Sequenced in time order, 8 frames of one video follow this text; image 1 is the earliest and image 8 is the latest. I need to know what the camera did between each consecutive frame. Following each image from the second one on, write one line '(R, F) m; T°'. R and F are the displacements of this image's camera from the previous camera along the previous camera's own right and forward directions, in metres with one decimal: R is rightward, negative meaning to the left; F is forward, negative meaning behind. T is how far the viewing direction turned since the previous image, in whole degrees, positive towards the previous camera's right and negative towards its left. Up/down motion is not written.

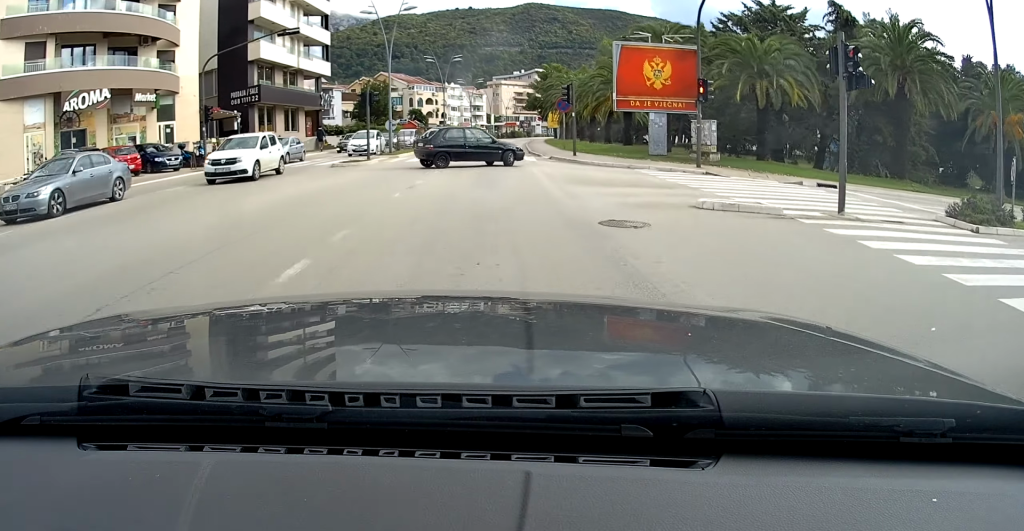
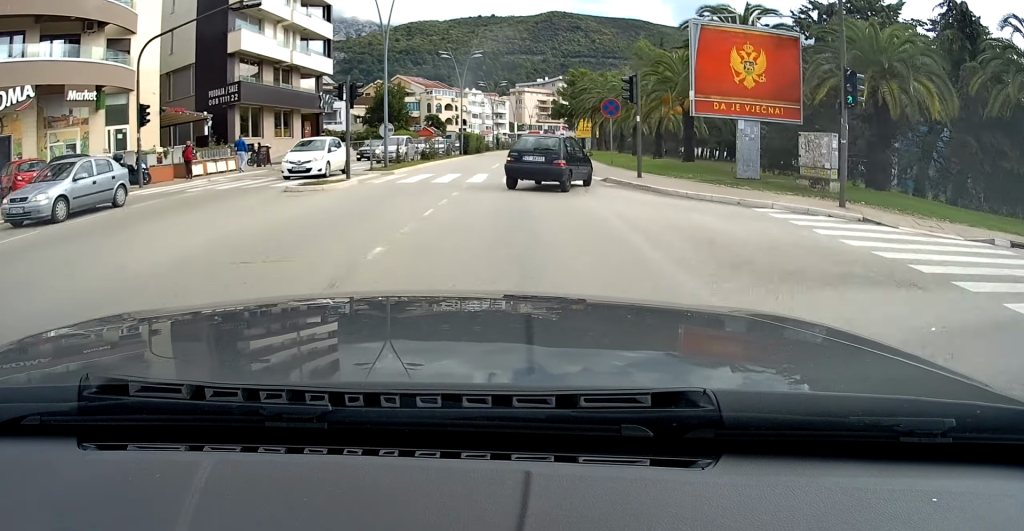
(-0.2, +9.1) m; -1°
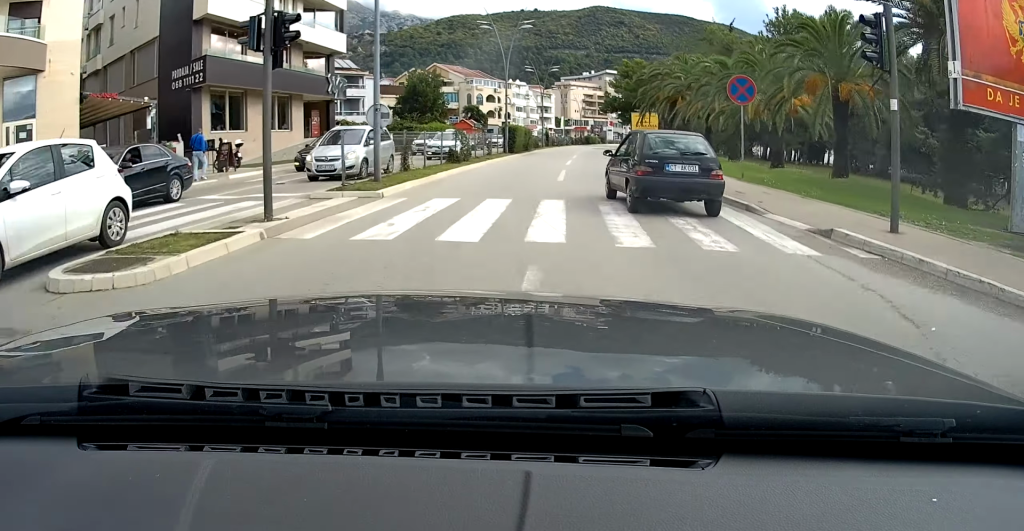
(-0.1, +11.1) m; 0°
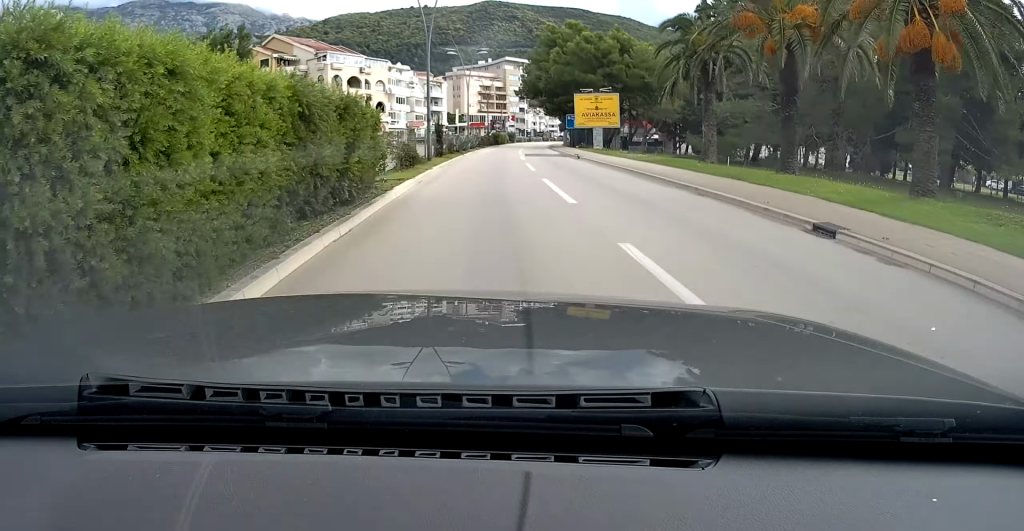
(+1.1, +36.3) m; +5°
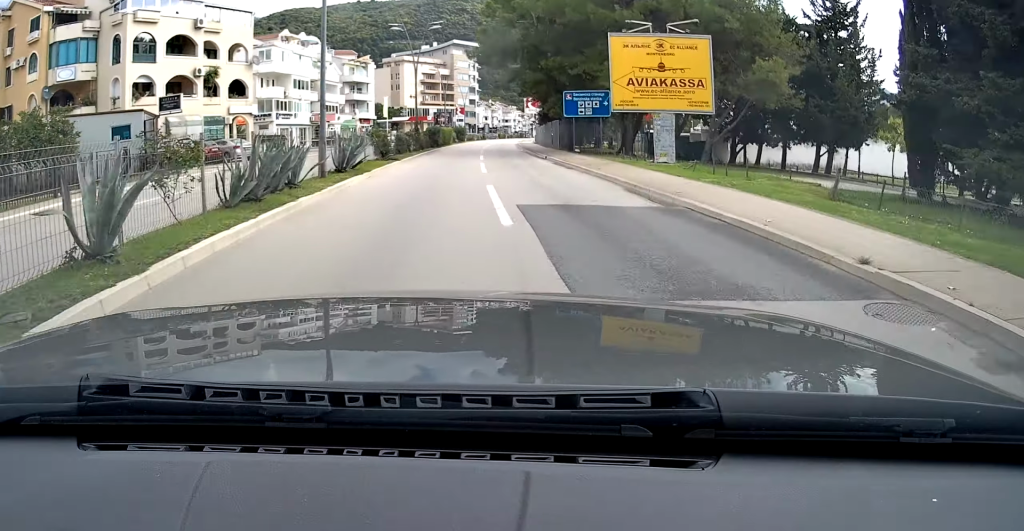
(+1.2, +34.0) m; +4°
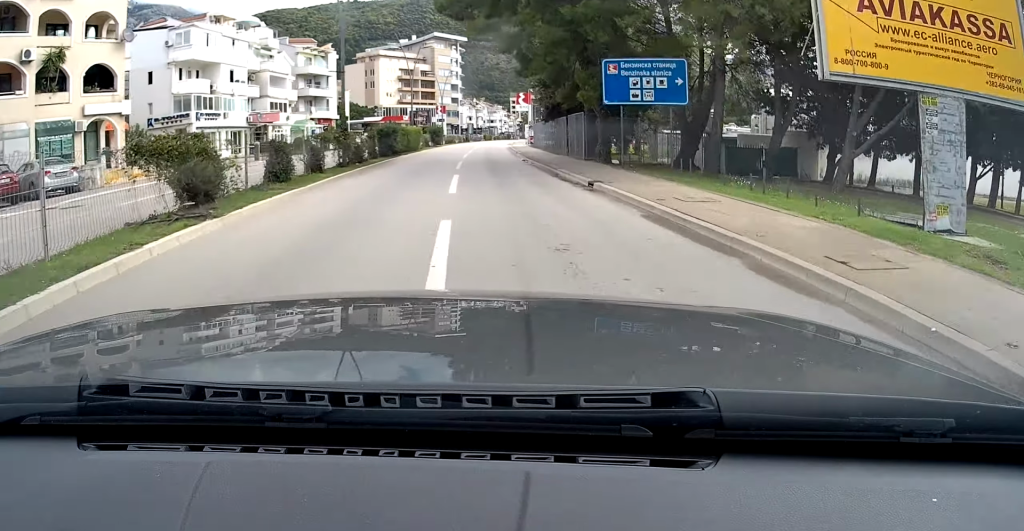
(+0.5, +17.3) m; +2°
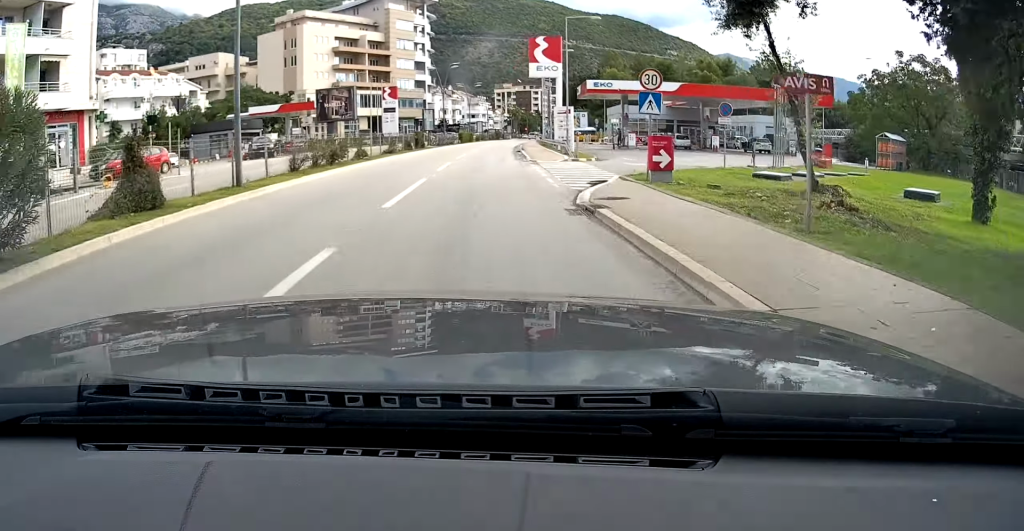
(+1.6, +58.8) m; +2°
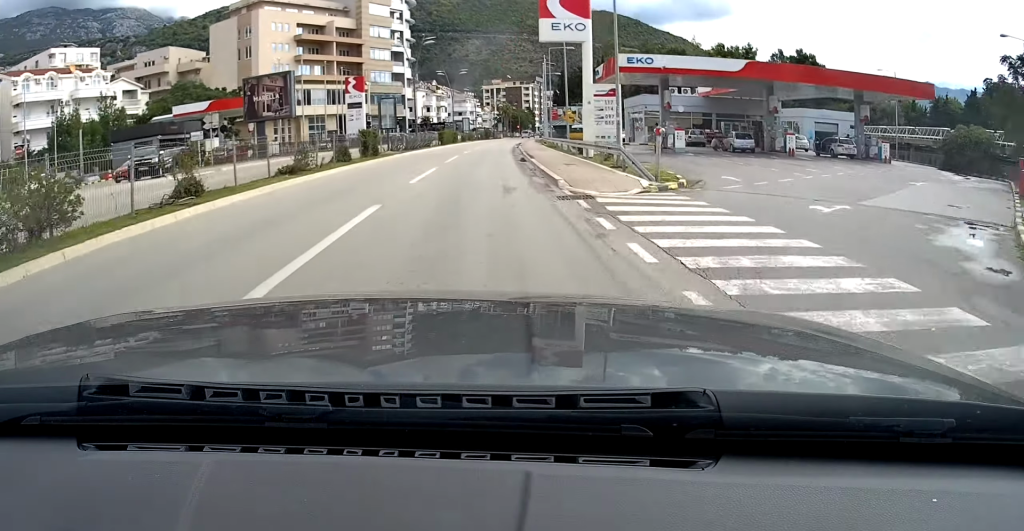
(0.0, +17.4) m; +1°
